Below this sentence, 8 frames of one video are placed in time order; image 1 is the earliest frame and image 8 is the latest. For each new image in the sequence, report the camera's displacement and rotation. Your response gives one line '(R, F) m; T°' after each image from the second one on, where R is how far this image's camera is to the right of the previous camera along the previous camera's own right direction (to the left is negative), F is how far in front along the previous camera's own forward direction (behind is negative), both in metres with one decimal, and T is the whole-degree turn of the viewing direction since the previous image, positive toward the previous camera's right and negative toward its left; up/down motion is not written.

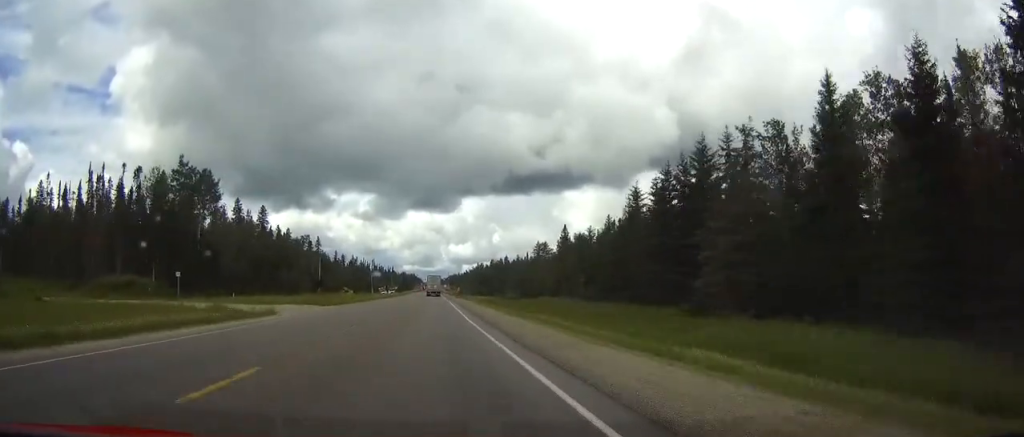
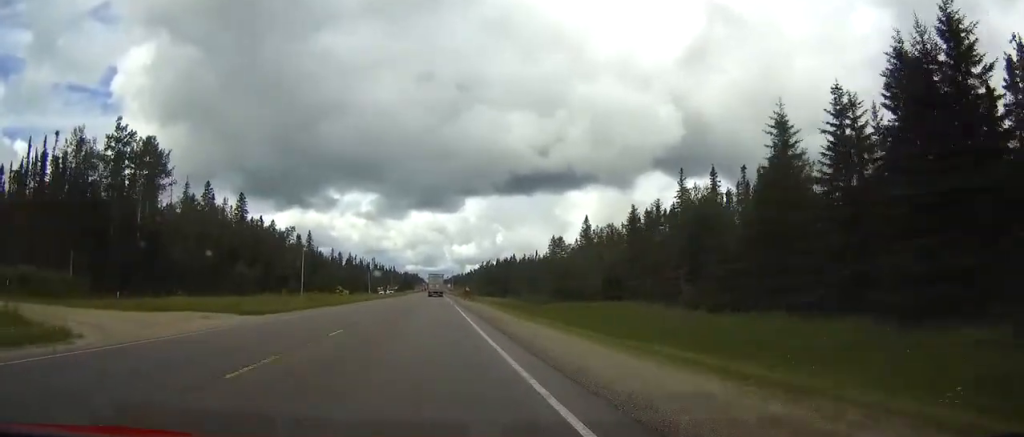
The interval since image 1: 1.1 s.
(+0.1, +24.9) m; 0°
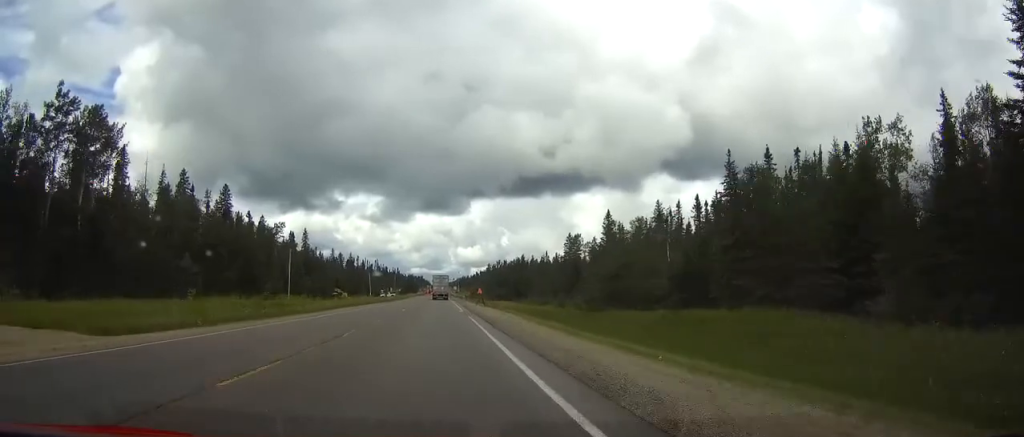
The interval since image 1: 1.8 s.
(0.0, +17.5) m; 0°
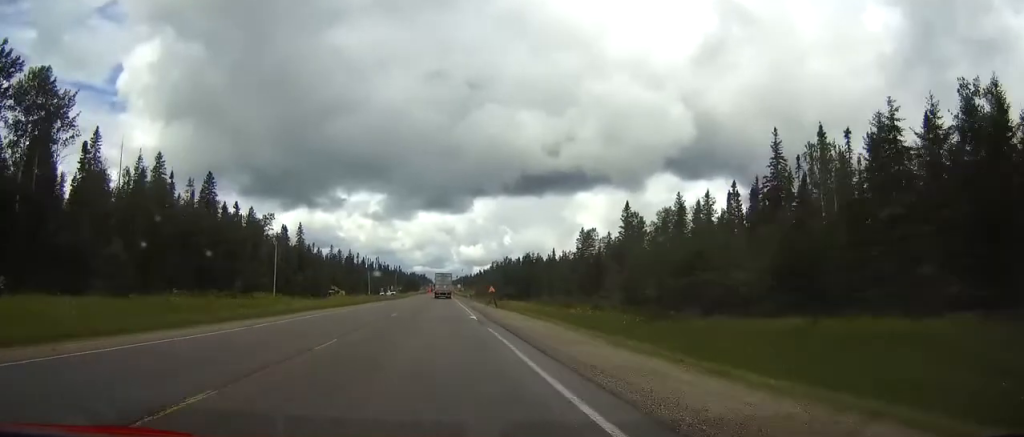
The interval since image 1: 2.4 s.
(0.0, +13.6) m; 0°
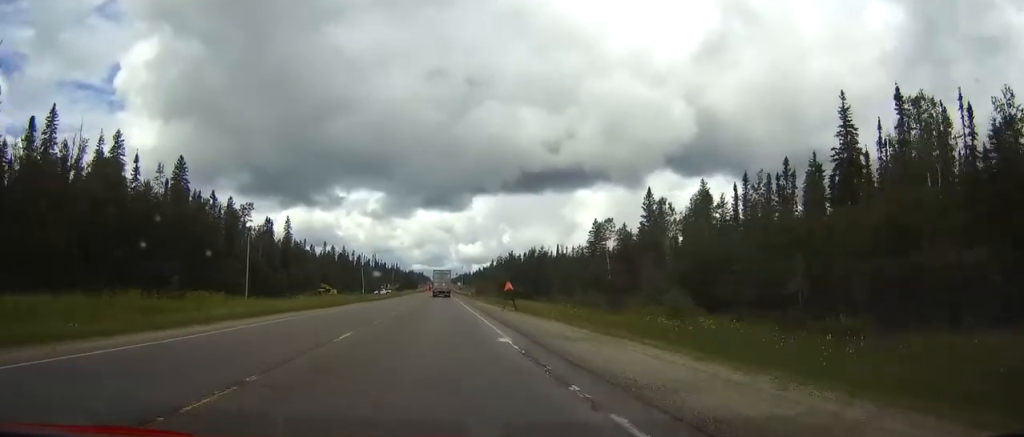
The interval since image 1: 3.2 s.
(-0.1, +16.2) m; 0°
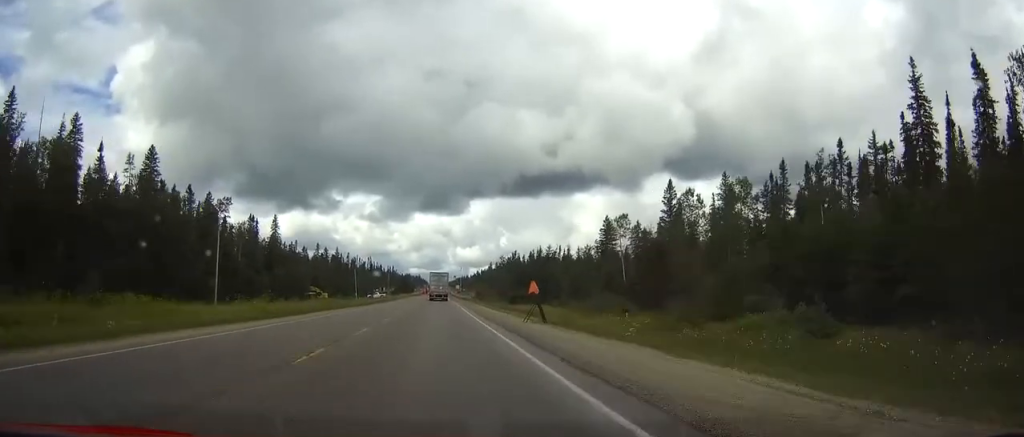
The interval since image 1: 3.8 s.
(0.0, +13.1) m; 0°
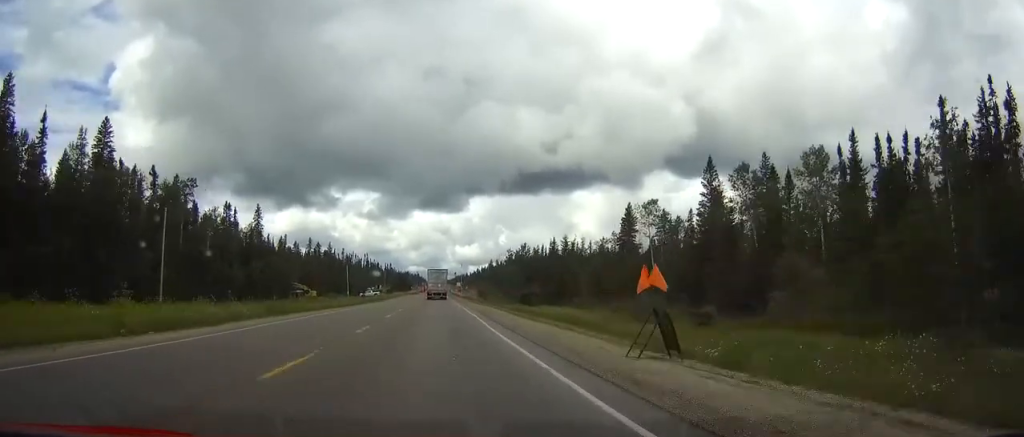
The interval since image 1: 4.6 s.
(0.0, +18.0) m; 0°
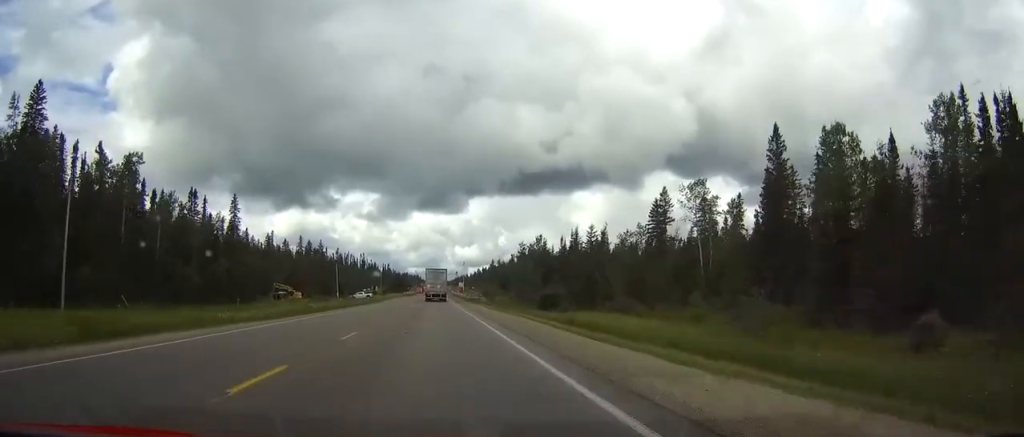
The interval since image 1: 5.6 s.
(0.0, +20.5) m; 0°
